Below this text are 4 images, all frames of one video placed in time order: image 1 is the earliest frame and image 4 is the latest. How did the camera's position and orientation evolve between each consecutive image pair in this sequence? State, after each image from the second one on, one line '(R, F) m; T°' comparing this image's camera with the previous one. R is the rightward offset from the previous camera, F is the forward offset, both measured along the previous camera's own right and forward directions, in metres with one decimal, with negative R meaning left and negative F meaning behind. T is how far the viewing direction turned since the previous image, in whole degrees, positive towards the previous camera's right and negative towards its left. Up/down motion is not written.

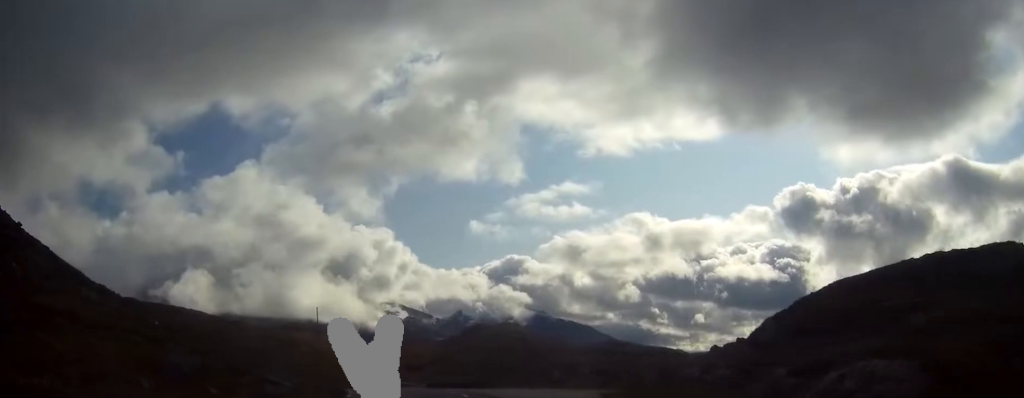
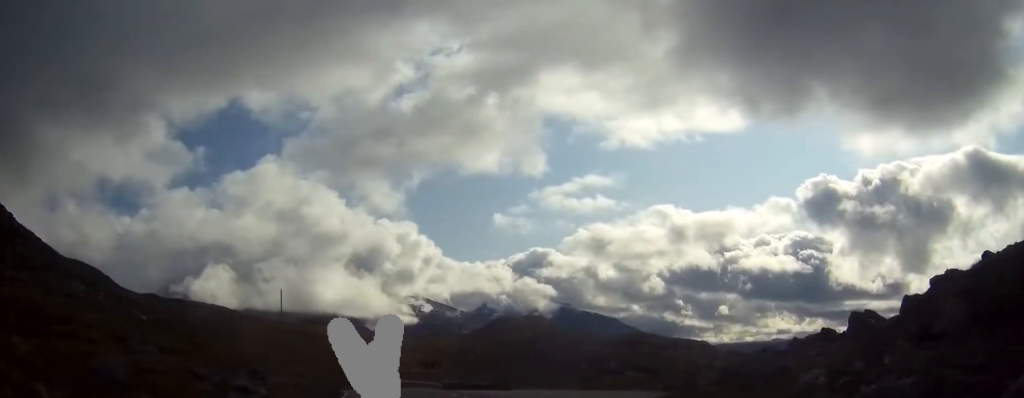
(-0.2, +8.7) m; -2°
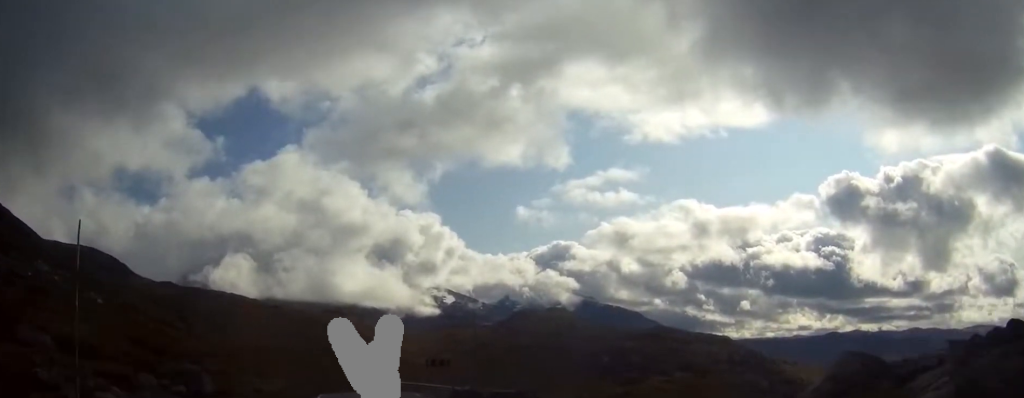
(-0.3, +14.0) m; -3°
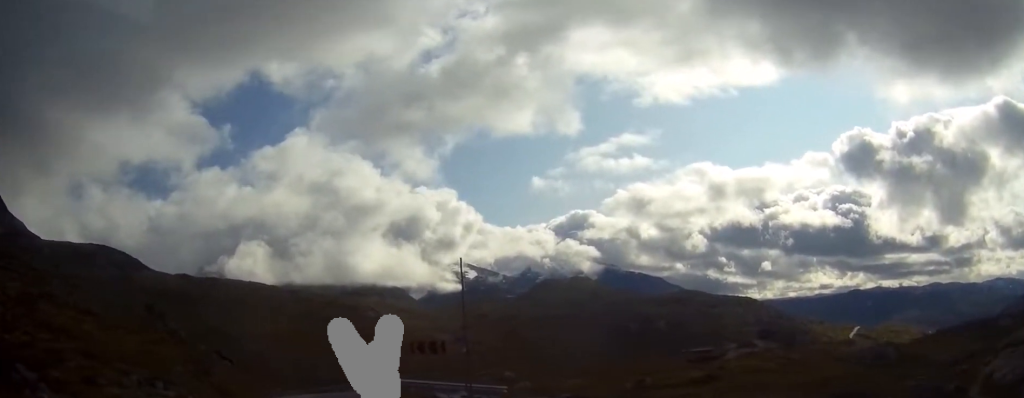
(-0.2, +19.5) m; -6°
